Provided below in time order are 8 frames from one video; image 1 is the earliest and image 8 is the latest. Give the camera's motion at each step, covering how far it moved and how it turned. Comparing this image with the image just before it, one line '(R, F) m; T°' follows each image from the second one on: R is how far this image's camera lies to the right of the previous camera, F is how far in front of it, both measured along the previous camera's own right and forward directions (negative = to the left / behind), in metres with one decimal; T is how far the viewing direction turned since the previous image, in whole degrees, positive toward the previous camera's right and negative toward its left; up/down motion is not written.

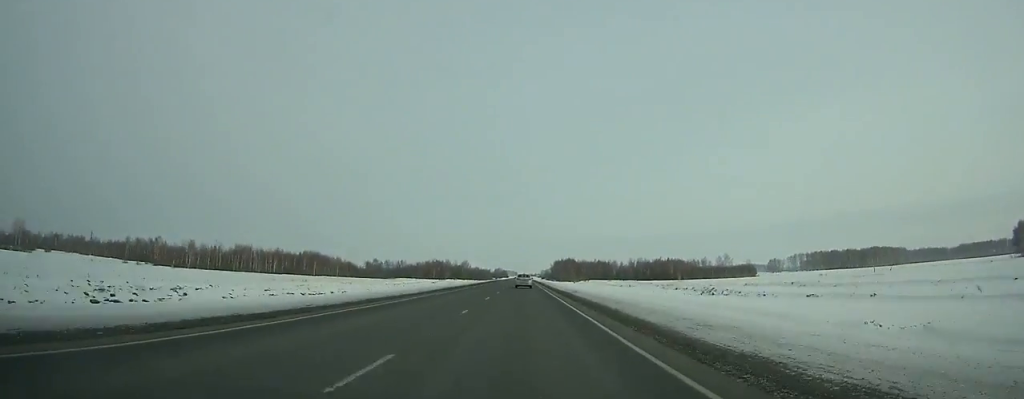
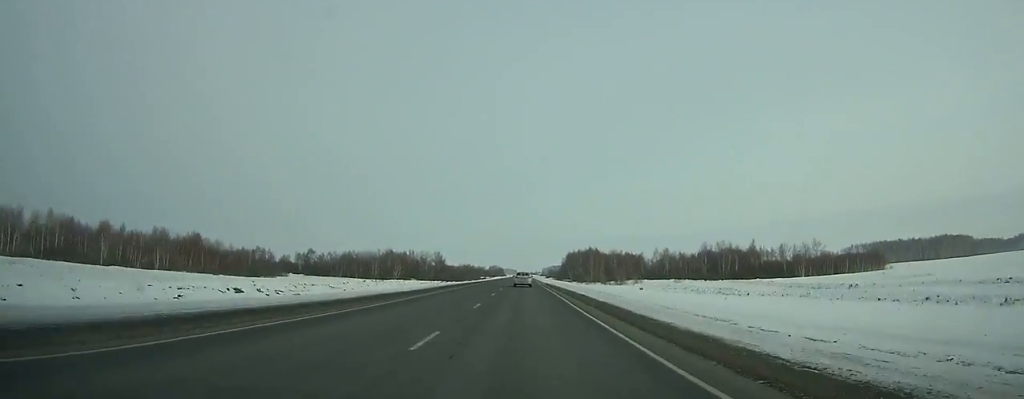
(+0.3, +129.5) m; 0°
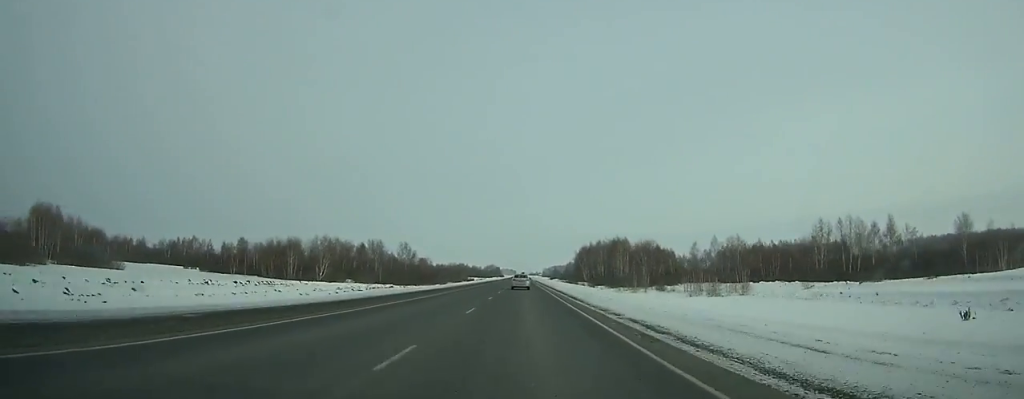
(-0.2, +75.1) m; 0°
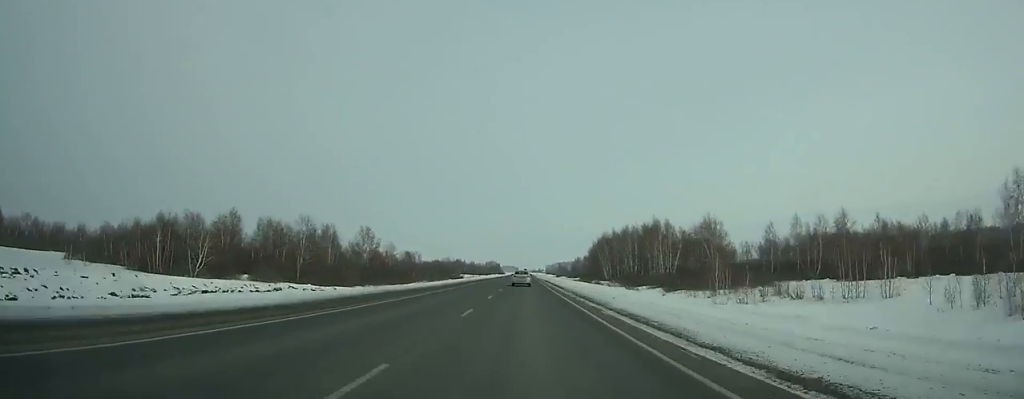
(0.0, +51.0) m; 0°
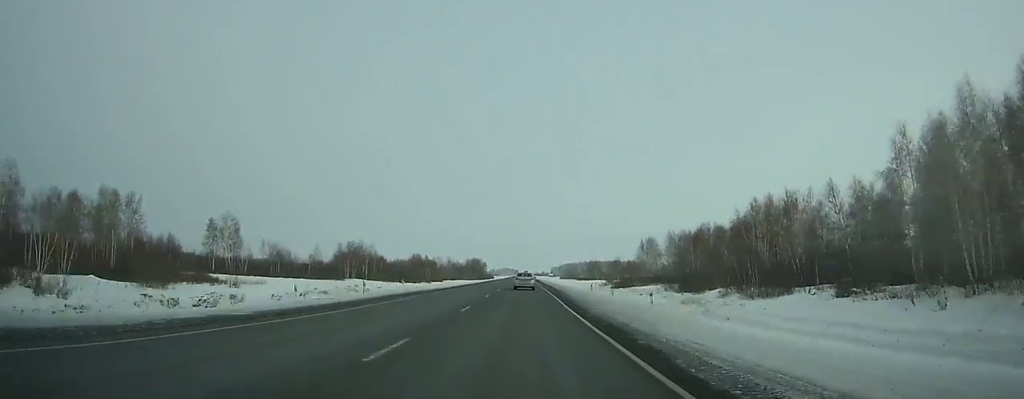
(+1.0, +224.6) m; 0°
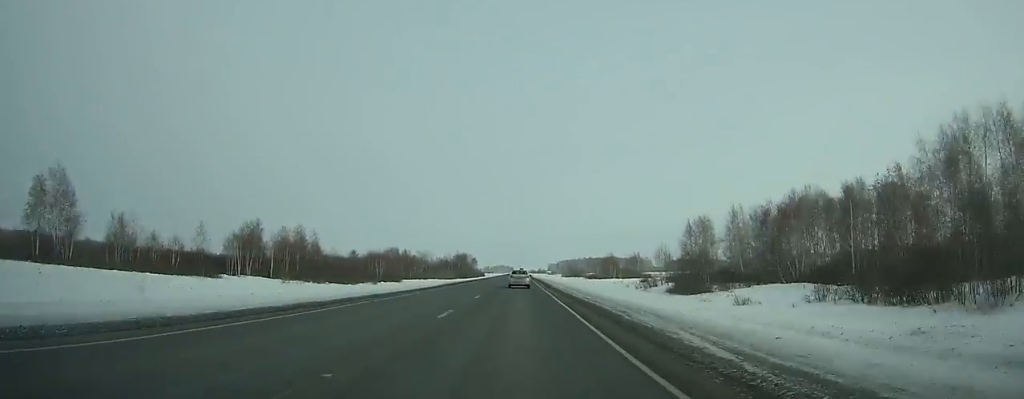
(+0.1, +50.3) m; 0°
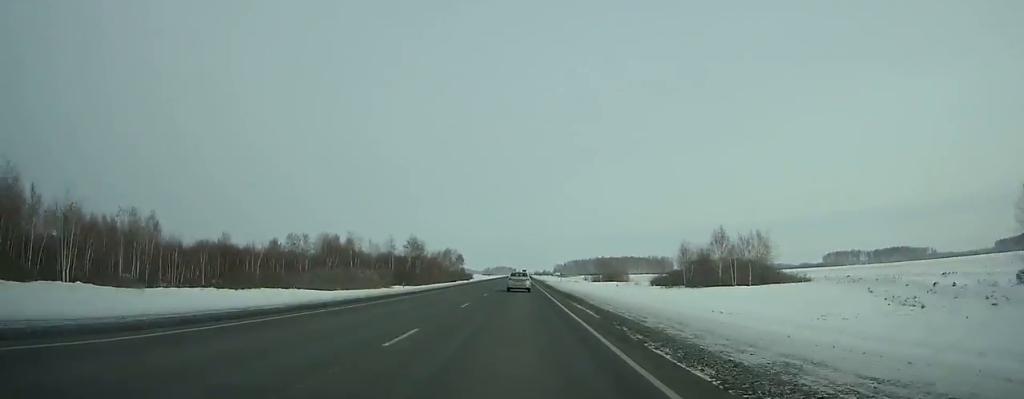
(-0.1, +102.2) m; 0°
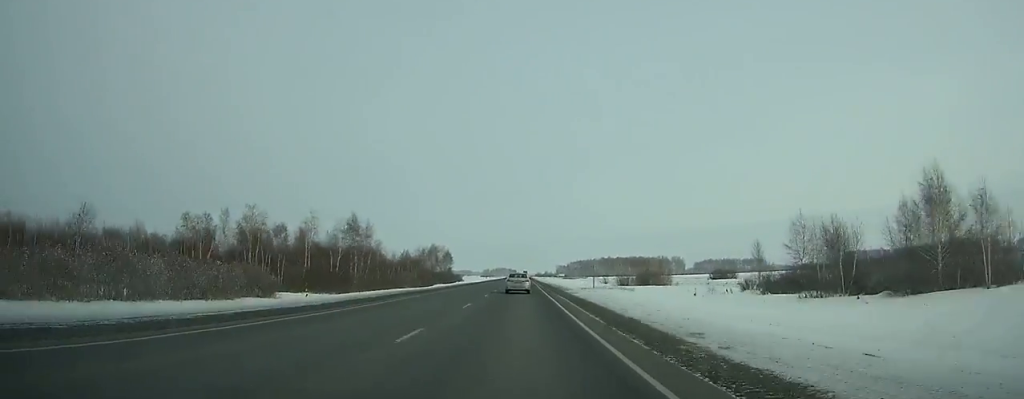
(-0.1, +46.0) m; 0°
